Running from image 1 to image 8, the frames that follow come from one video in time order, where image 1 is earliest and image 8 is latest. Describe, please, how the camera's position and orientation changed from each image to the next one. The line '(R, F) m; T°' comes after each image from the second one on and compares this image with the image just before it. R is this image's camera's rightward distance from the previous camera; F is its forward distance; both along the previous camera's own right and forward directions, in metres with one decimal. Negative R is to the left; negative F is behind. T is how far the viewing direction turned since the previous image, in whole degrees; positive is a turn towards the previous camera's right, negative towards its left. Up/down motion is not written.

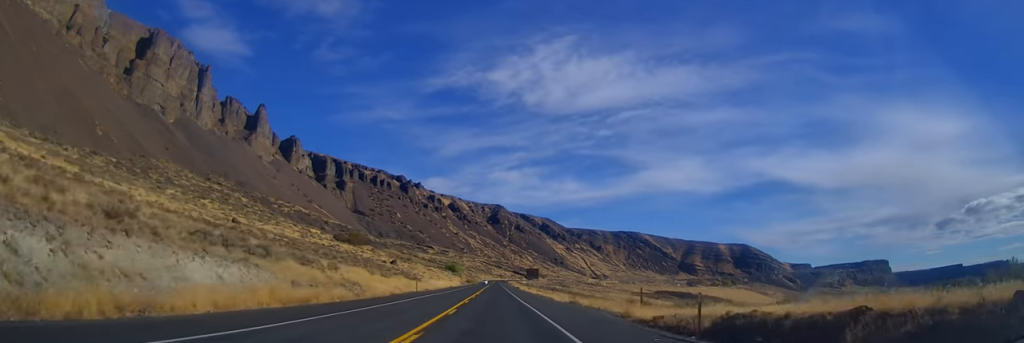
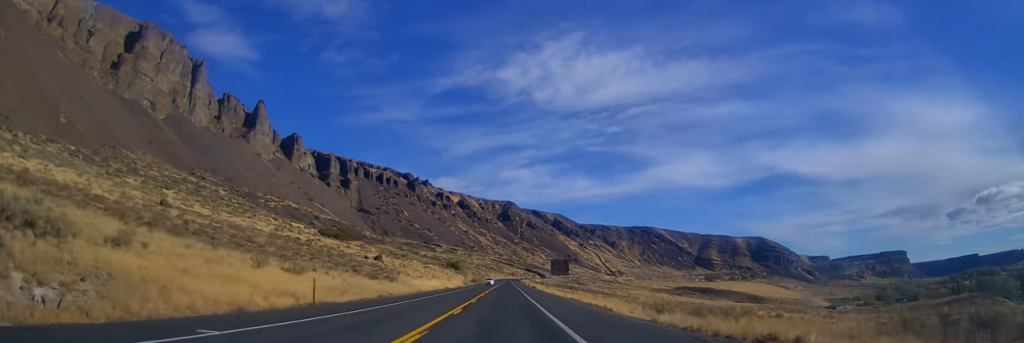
(-0.8, +36.7) m; -3°
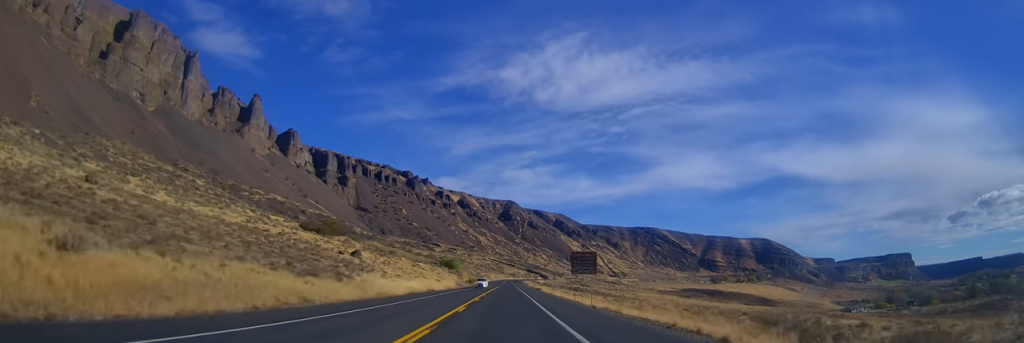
(-0.3, +23.2) m; -1°
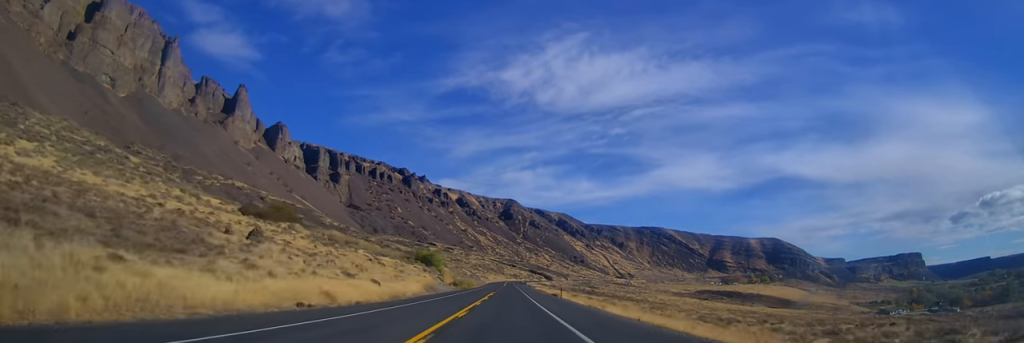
(+0.1, +51.5) m; +1°
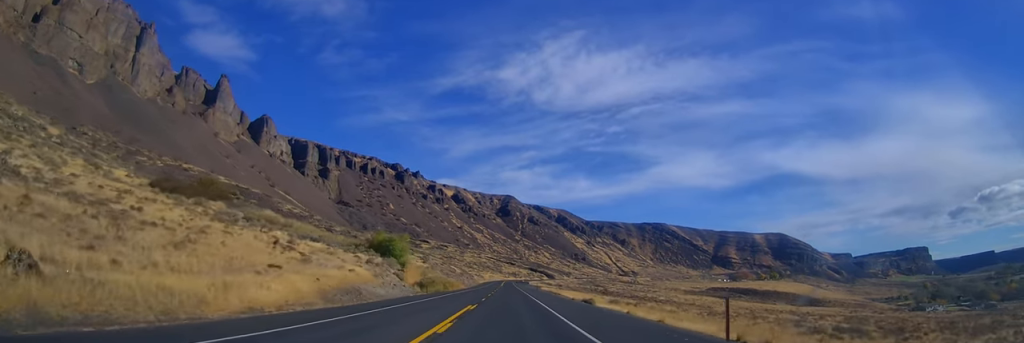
(0.0, +43.6) m; 0°
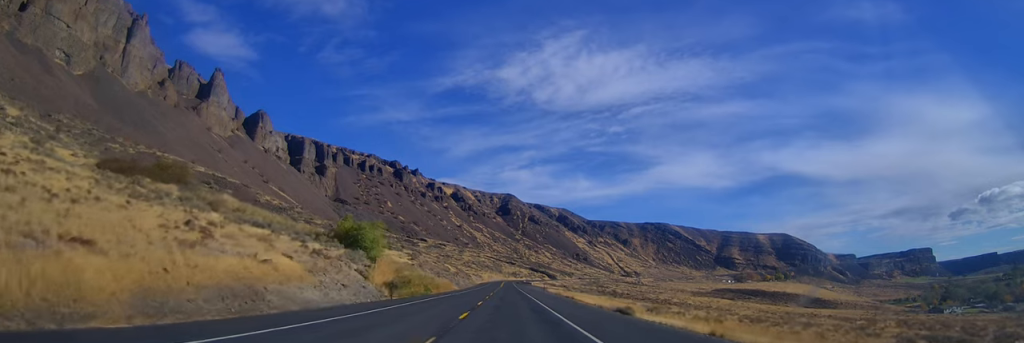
(-0.1, +18.7) m; 0°
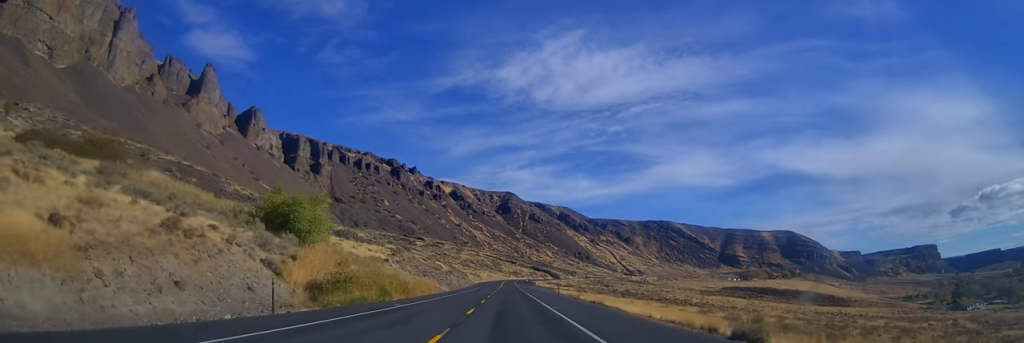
(0.0, +22.0) m; 0°
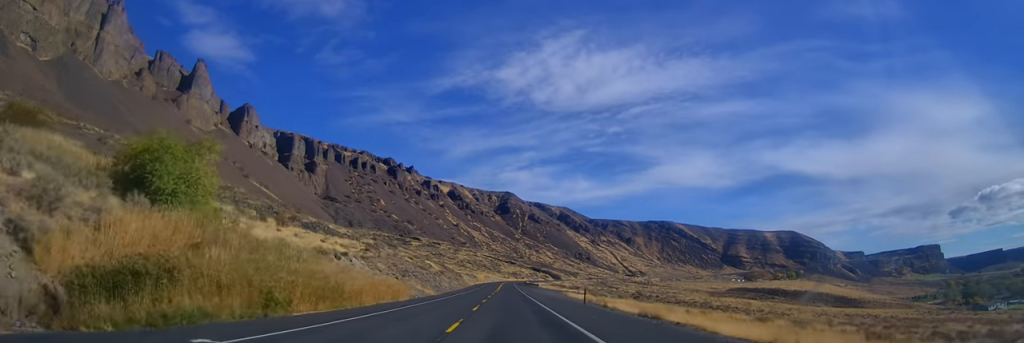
(0.0, +19.8) m; 0°
